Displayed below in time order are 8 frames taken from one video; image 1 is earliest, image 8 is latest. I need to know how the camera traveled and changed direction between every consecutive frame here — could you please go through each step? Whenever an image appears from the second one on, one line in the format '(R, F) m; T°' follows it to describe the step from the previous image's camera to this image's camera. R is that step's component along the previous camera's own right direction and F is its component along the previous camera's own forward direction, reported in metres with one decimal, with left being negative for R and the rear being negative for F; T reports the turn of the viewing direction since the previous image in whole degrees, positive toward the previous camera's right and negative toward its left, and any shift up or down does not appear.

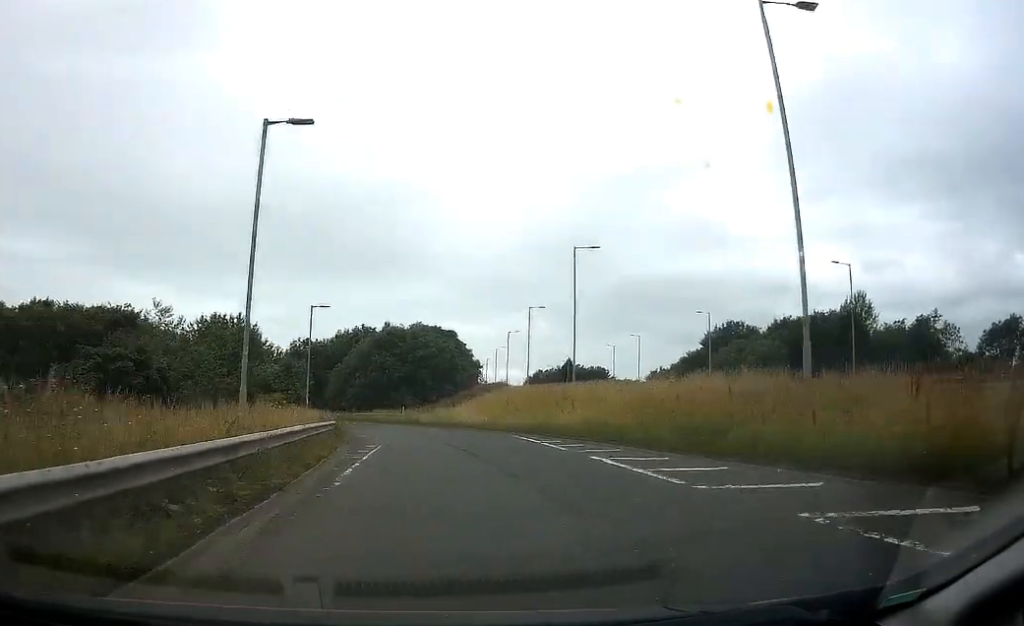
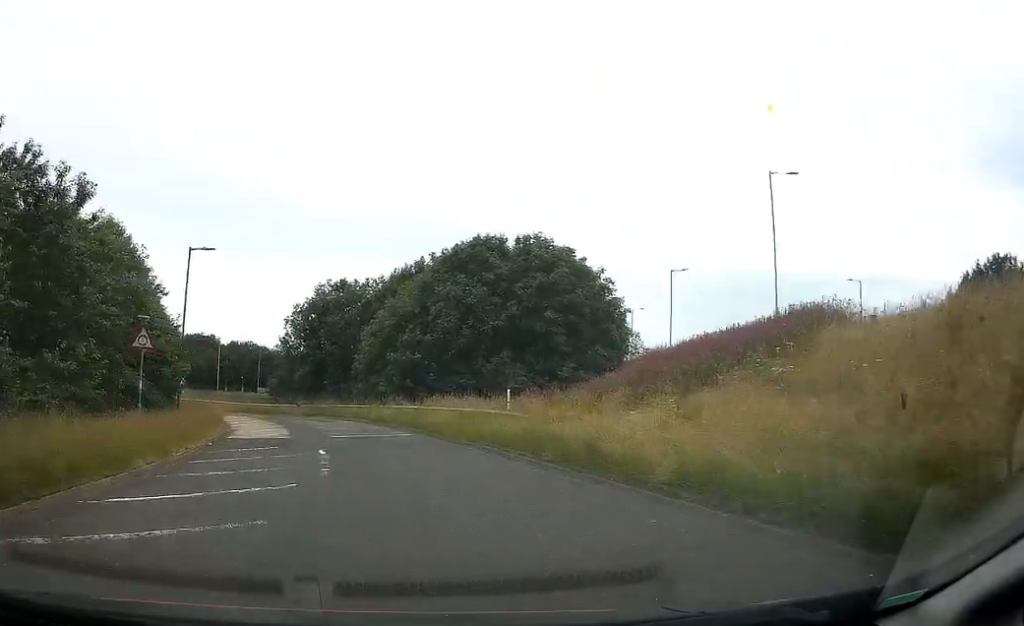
(-3.5, +45.7) m; -9°
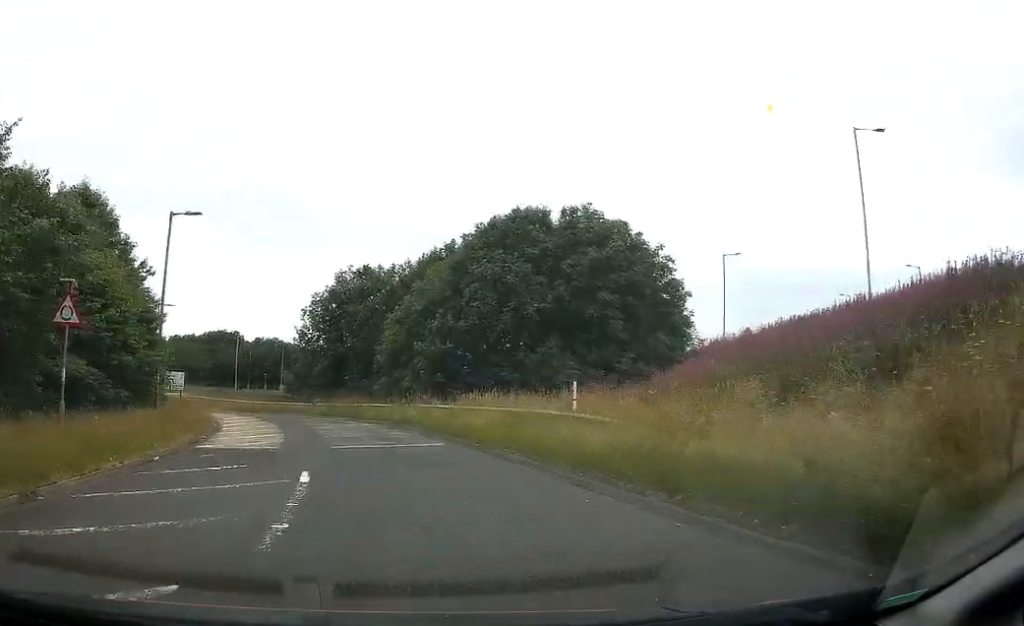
(-0.1, +6.0) m; -1°
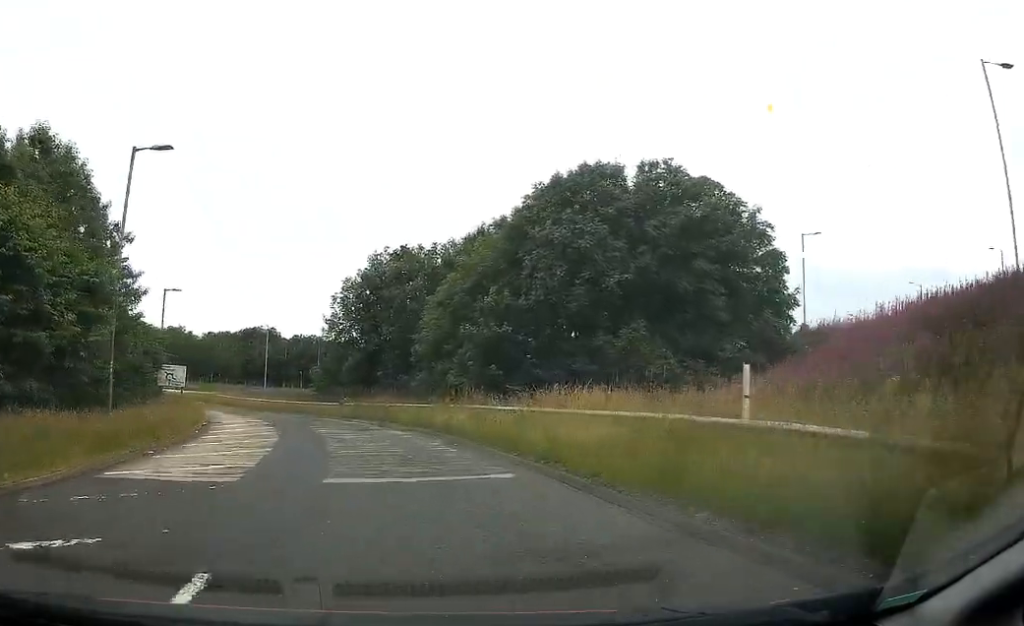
(+0.1, +7.6) m; -3°
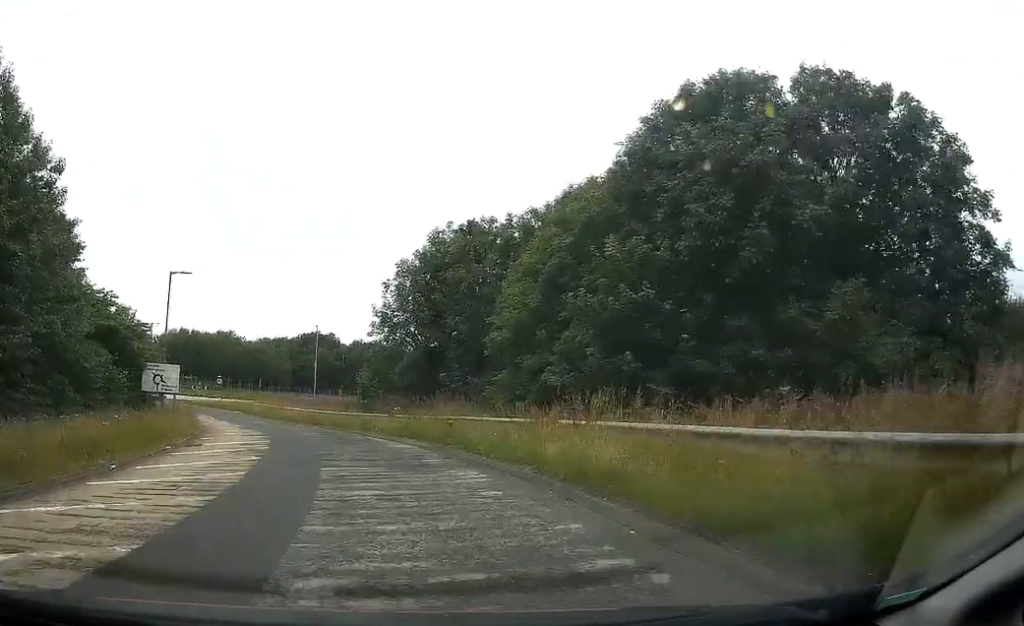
(-0.6, +10.4) m; -6°
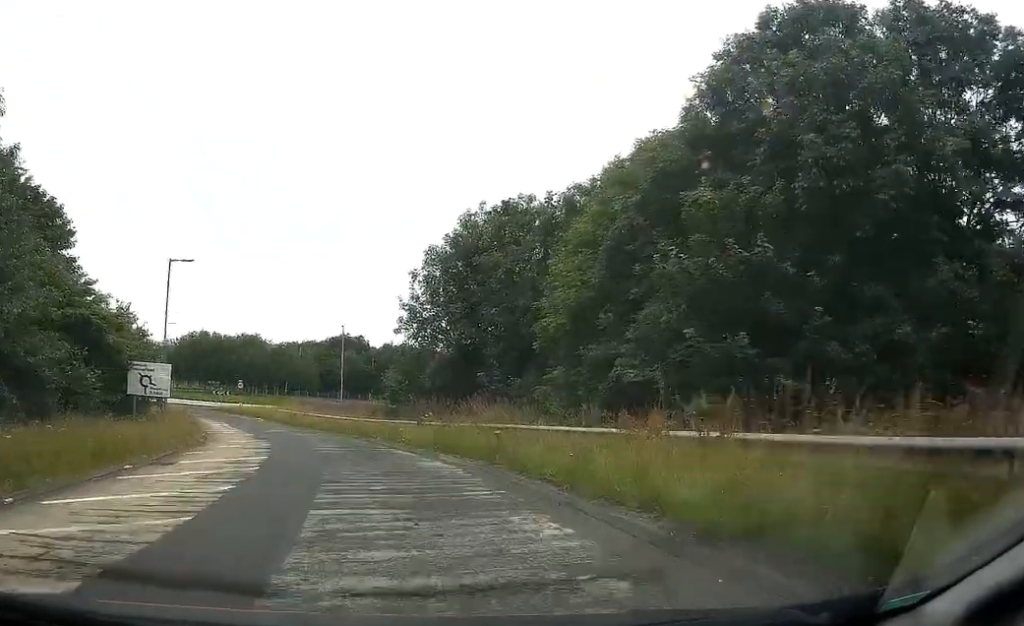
(-0.1, +4.6) m; -3°
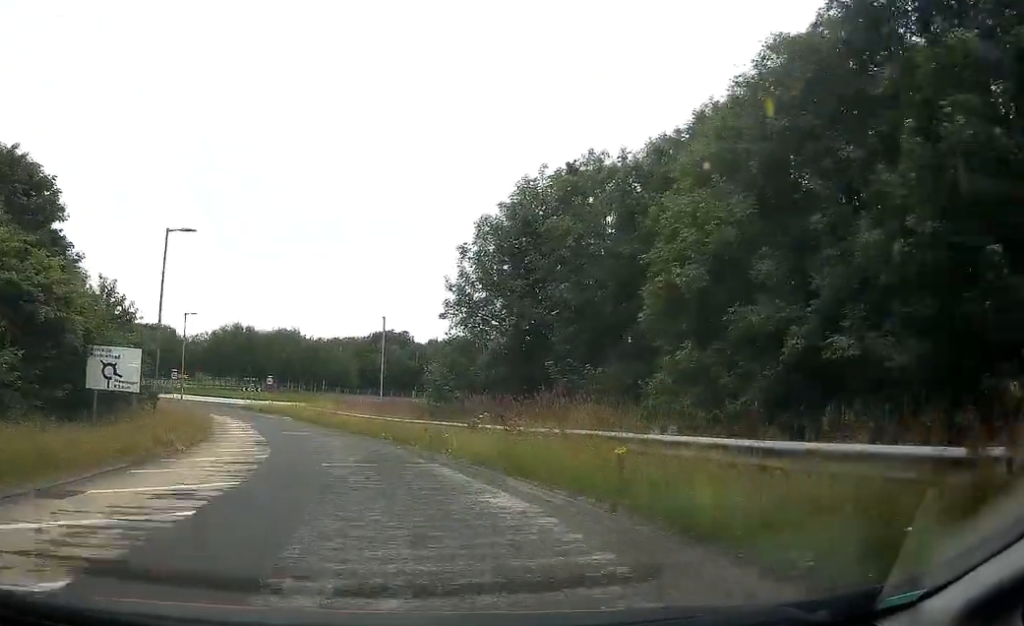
(-0.2, +6.1) m; -4°
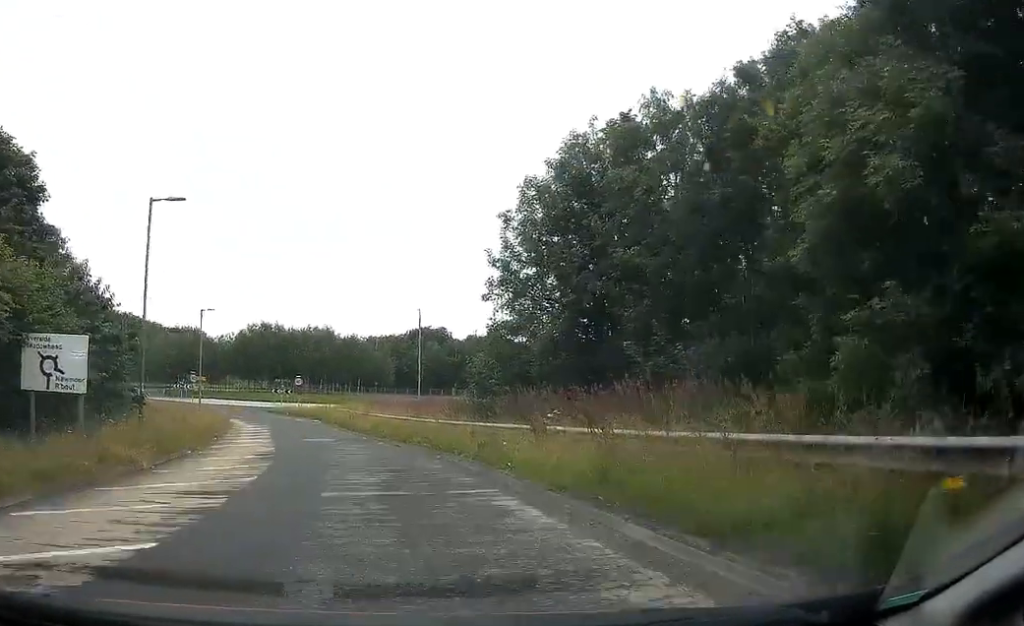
(-0.2, +5.1) m; -4°
